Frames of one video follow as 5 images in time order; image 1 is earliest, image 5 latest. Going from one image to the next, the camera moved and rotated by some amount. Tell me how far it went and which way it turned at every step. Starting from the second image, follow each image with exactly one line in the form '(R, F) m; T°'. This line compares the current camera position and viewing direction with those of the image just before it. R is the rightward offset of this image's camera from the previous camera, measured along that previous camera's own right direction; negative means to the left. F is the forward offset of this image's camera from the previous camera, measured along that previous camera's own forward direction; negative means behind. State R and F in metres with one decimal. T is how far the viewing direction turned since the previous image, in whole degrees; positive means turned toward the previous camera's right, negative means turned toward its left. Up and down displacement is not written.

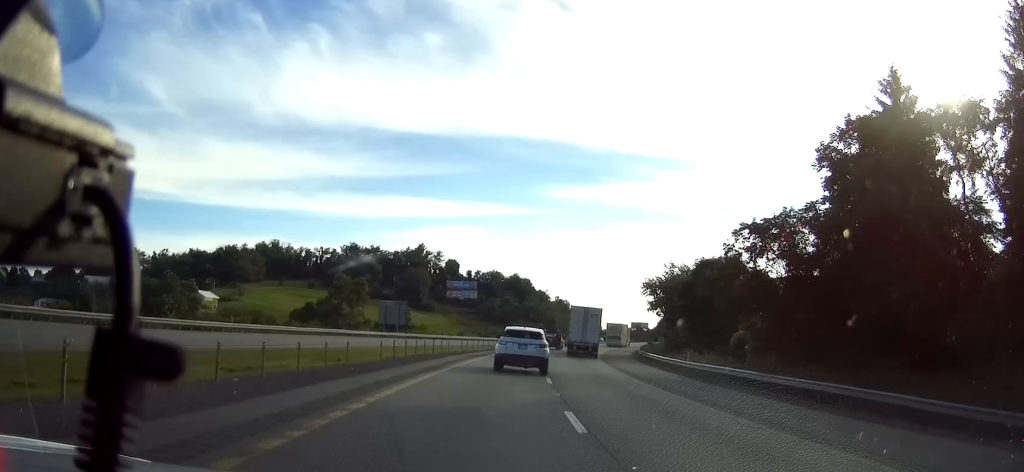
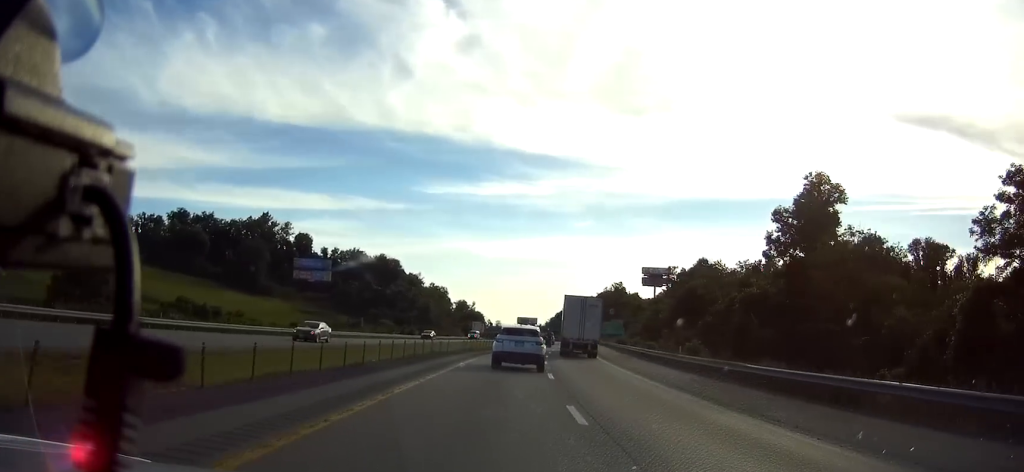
(+6.4, +81.5) m; +9°
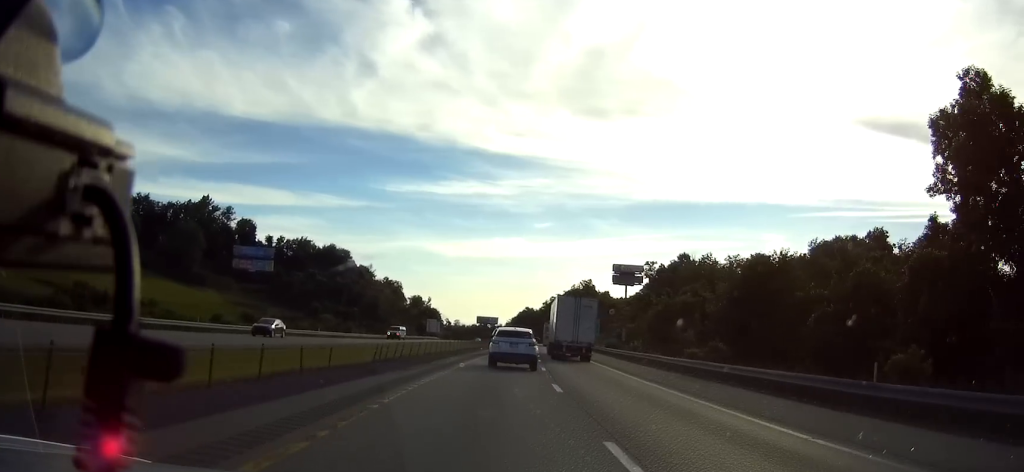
(+0.8, +28.6) m; +3°
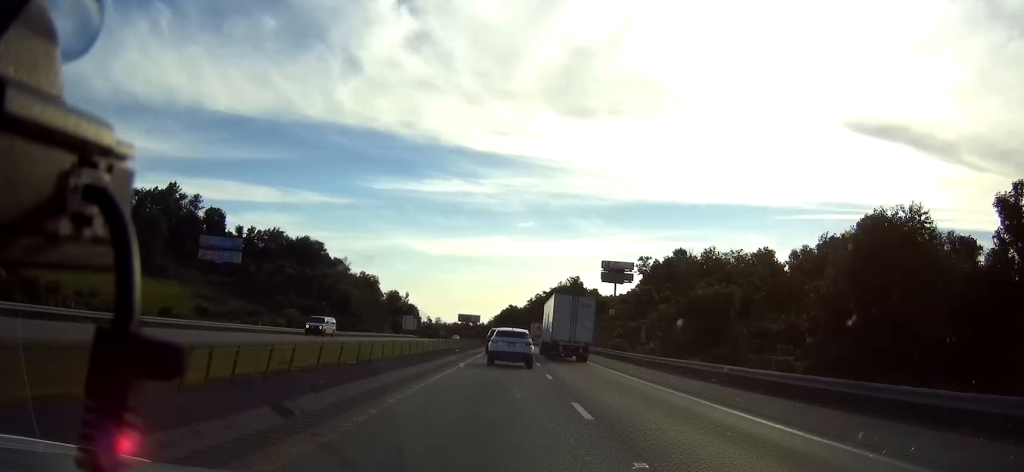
(+0.3, +18.3) m; +1°
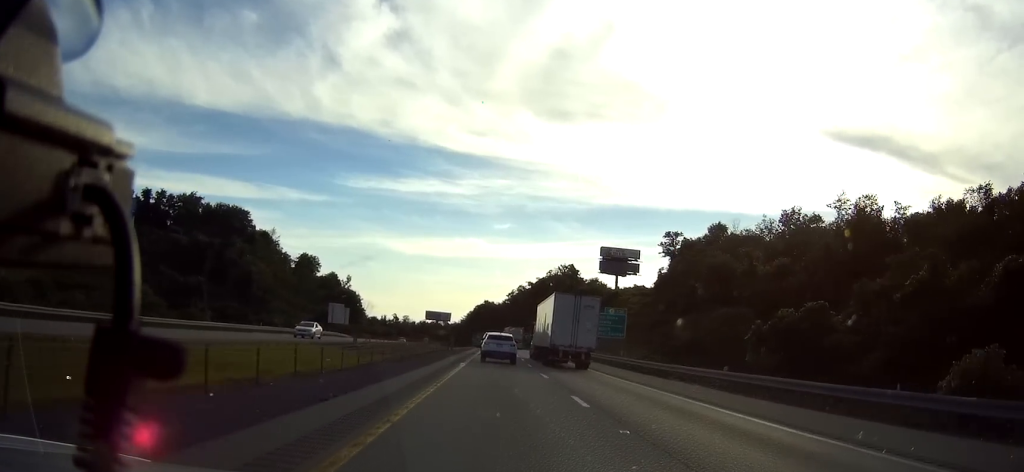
(+1.3, +69.4) m; +2°
